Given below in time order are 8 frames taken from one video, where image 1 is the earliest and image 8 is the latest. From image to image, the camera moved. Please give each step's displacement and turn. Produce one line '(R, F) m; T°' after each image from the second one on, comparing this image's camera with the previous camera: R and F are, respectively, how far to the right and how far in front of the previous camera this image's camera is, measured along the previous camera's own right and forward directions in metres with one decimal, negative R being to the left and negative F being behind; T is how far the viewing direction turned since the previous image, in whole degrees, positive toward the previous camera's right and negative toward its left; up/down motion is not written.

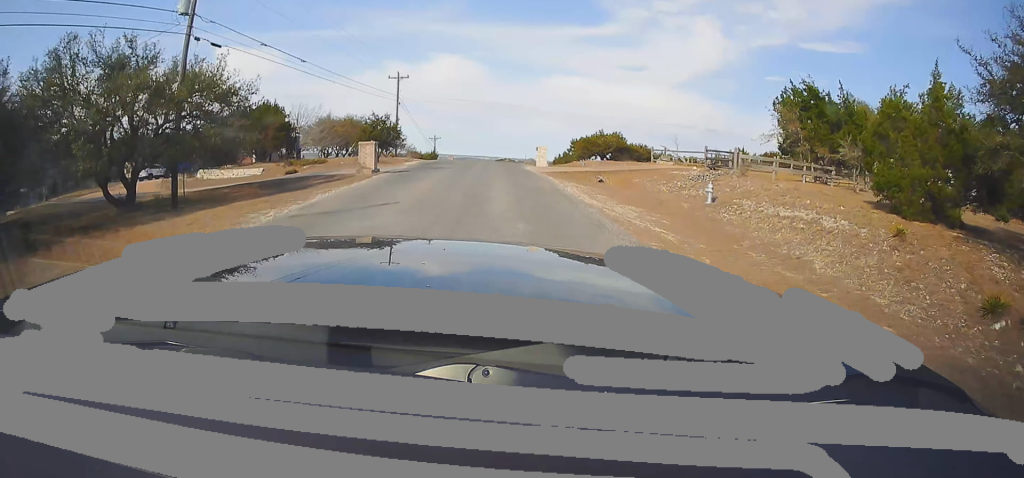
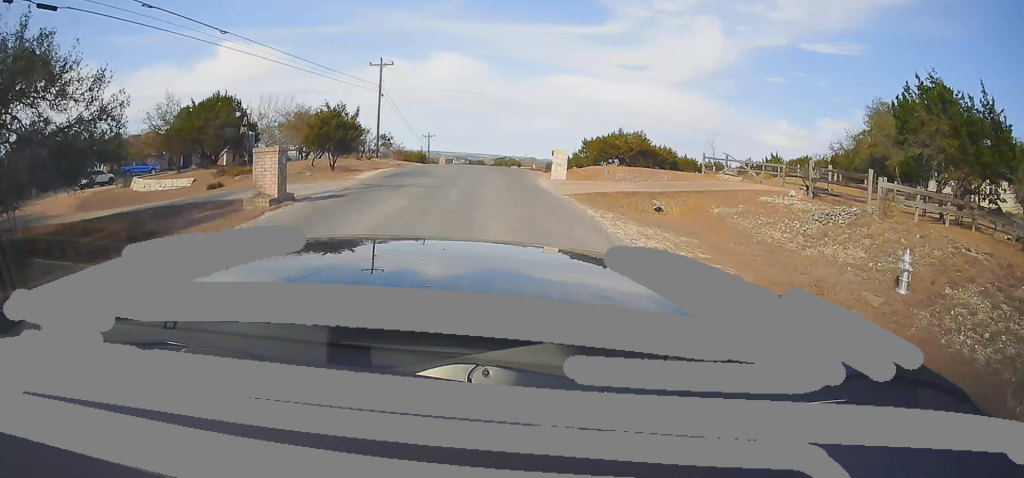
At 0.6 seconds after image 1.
(+0.1, +10.4) m; -1°
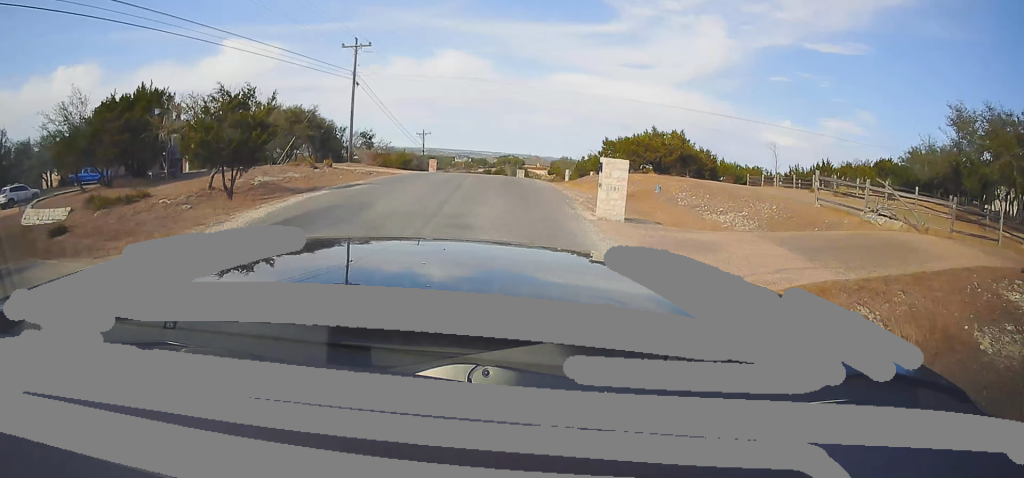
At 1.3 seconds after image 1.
(0.0, +11.0) m; -1°
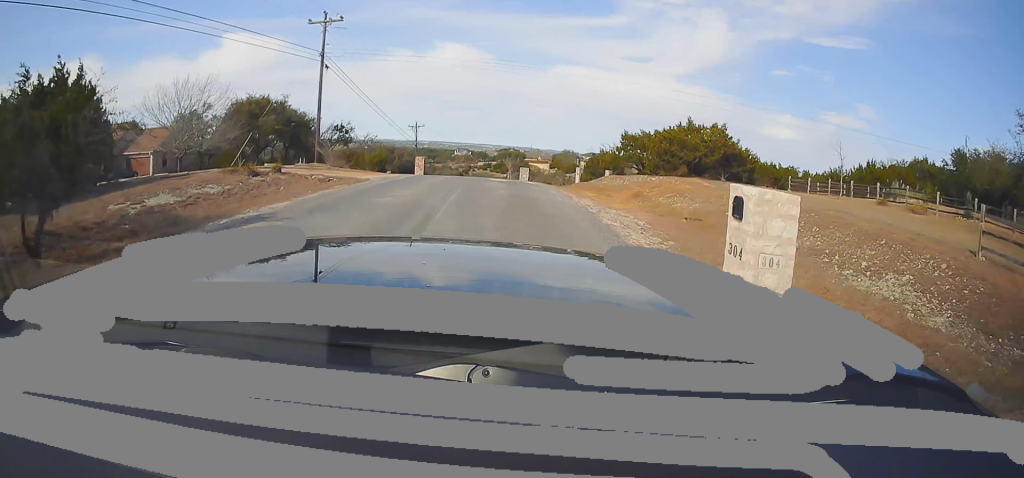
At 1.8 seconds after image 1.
(-0.4, +8.1) m; 0°
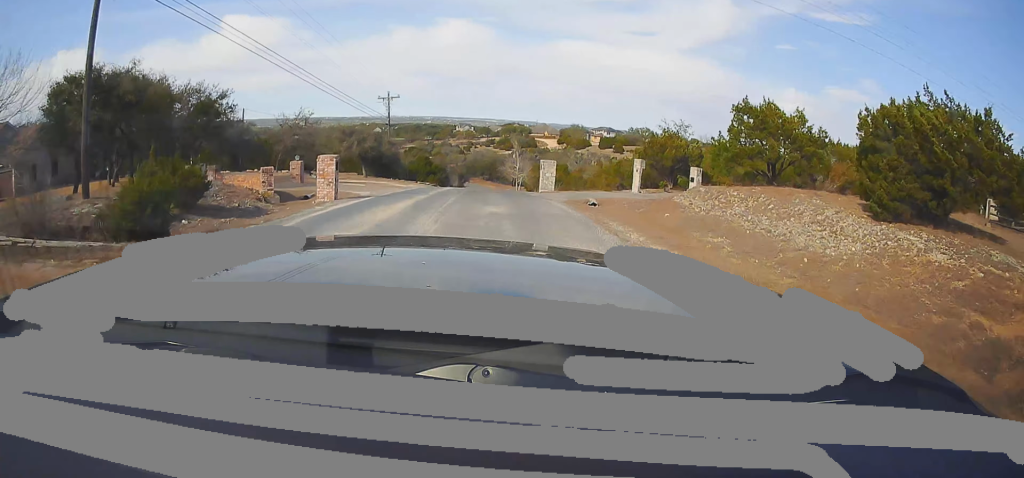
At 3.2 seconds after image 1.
(+0.5, +22.2) m; 0°
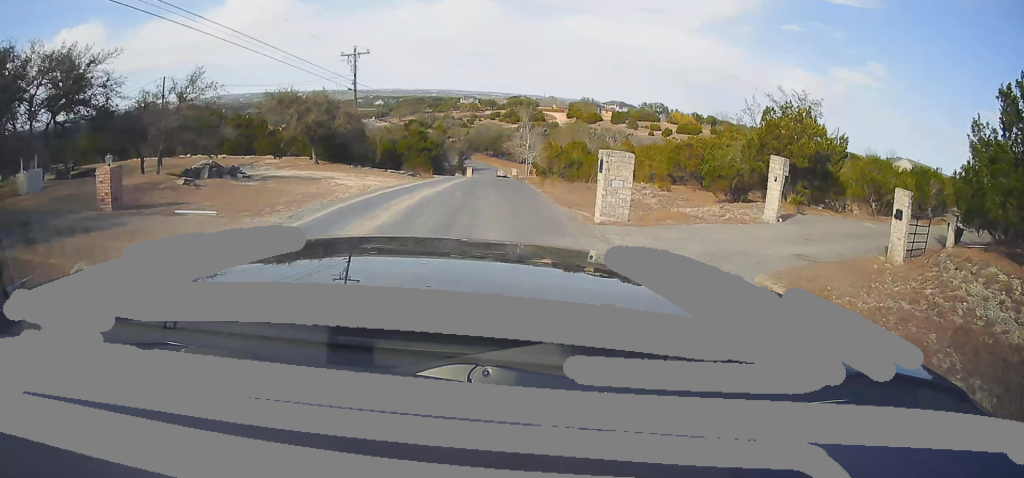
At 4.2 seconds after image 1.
(-0.8, +16.8) m; 0°
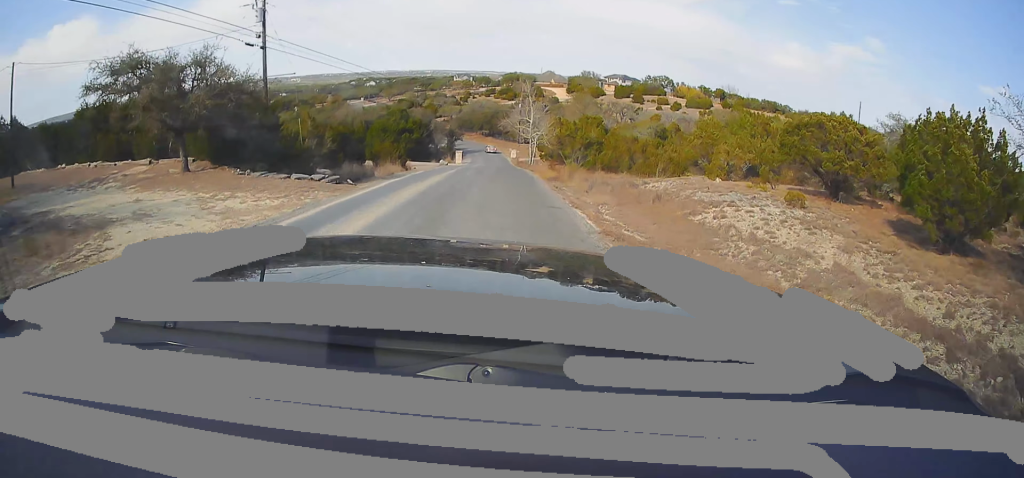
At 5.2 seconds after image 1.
(+0.7, +17.0) m; +2°
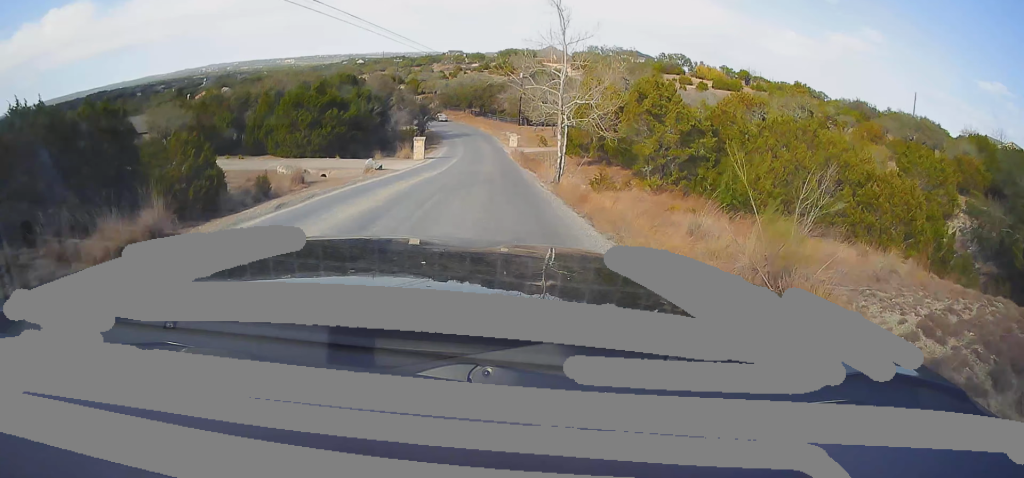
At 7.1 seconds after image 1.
(-1.4, +31.1) m; -5°
